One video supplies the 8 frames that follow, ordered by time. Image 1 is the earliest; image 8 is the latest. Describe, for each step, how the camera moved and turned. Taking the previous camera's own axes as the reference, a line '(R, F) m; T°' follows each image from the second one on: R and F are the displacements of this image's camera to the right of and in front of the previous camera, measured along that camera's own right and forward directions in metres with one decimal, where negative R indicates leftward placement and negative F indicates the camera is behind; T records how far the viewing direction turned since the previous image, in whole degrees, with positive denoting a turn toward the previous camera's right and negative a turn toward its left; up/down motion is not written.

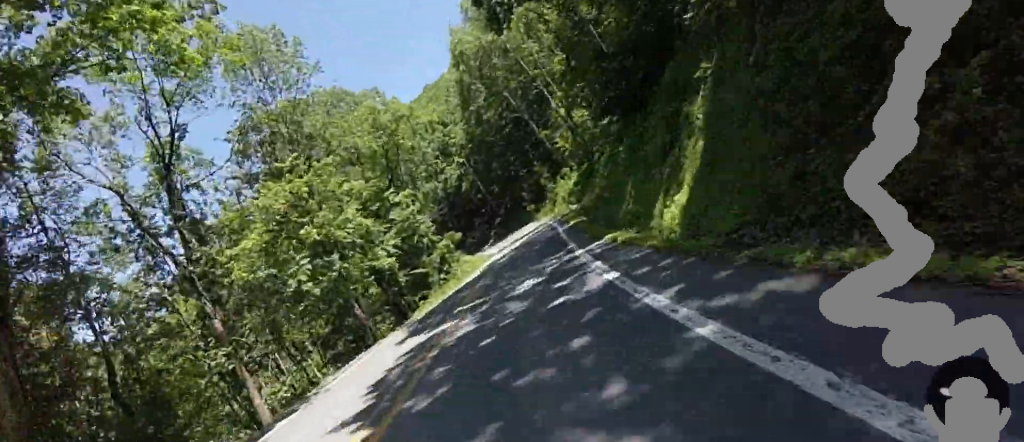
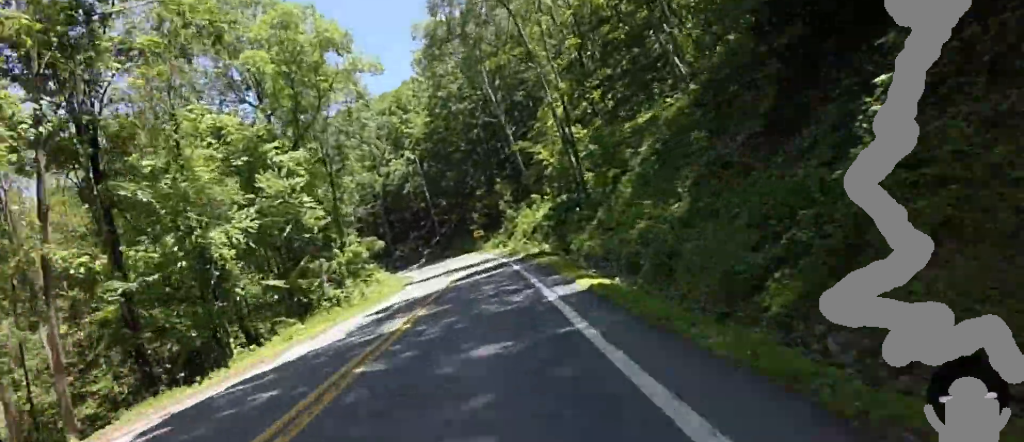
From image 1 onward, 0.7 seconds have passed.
(-0.1, +14.2) m; +3°
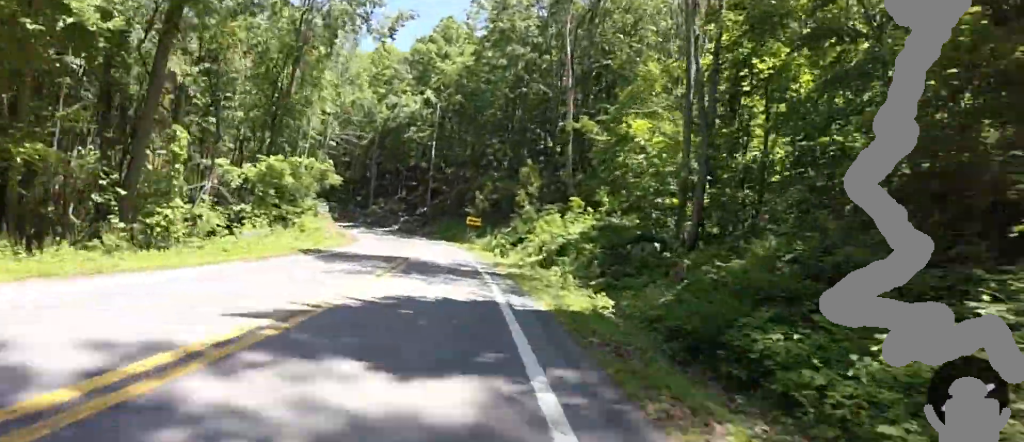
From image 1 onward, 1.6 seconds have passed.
(+1.1, +16.1) m; +3°
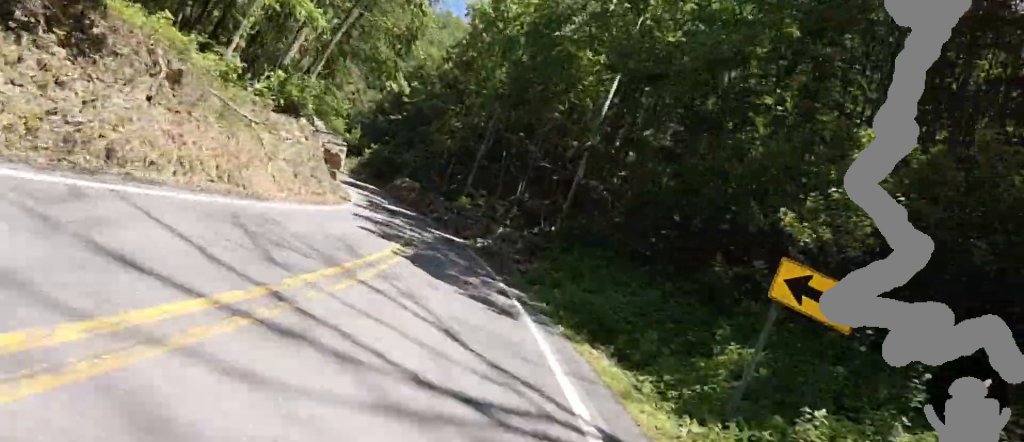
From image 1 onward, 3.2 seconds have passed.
(-1.1, +31.7) m; -9°
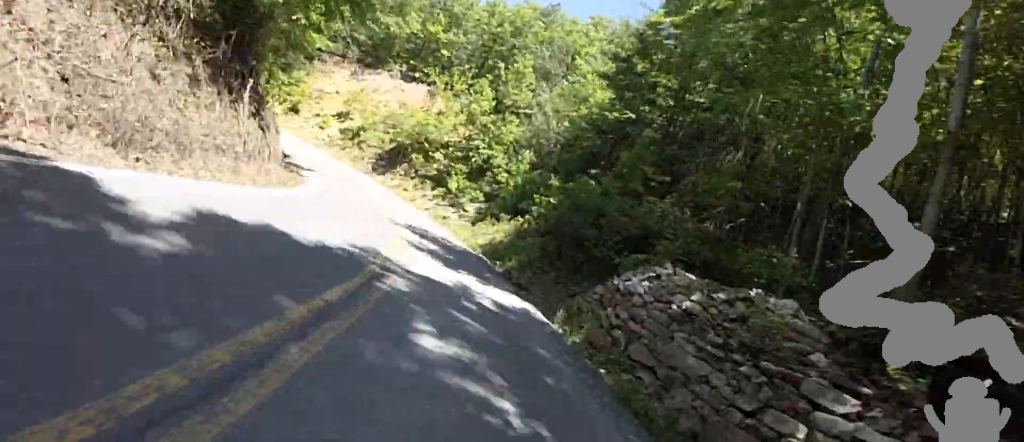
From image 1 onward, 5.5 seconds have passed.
(-7.2, +41.1) m; -38°
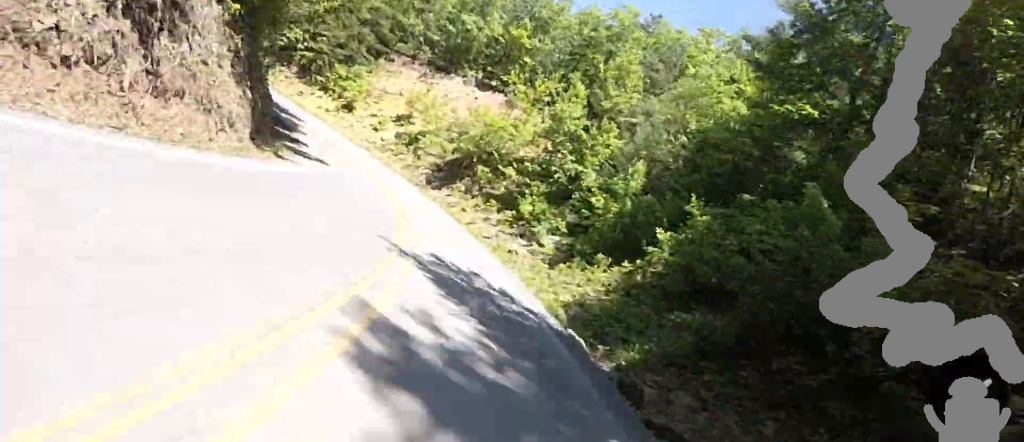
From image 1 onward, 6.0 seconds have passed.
(-1.6, +6.8) m; -19°
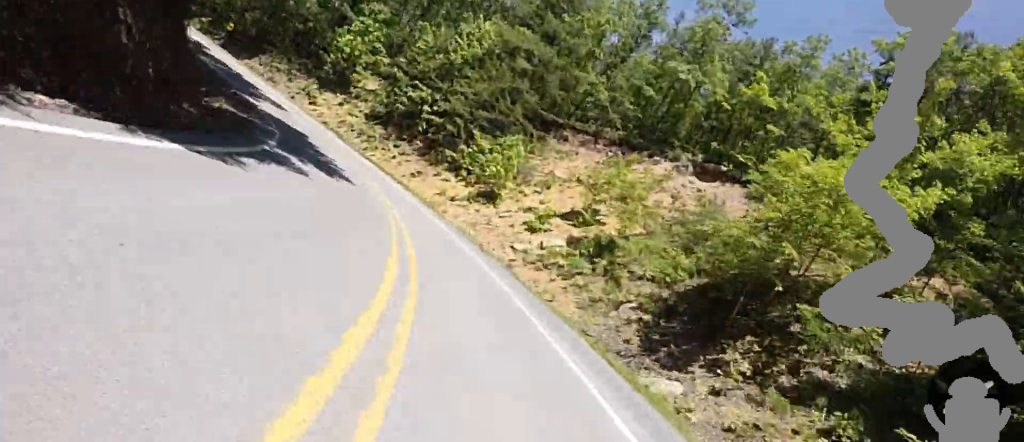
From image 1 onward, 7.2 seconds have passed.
(-8.7, +16.2) m; -43°
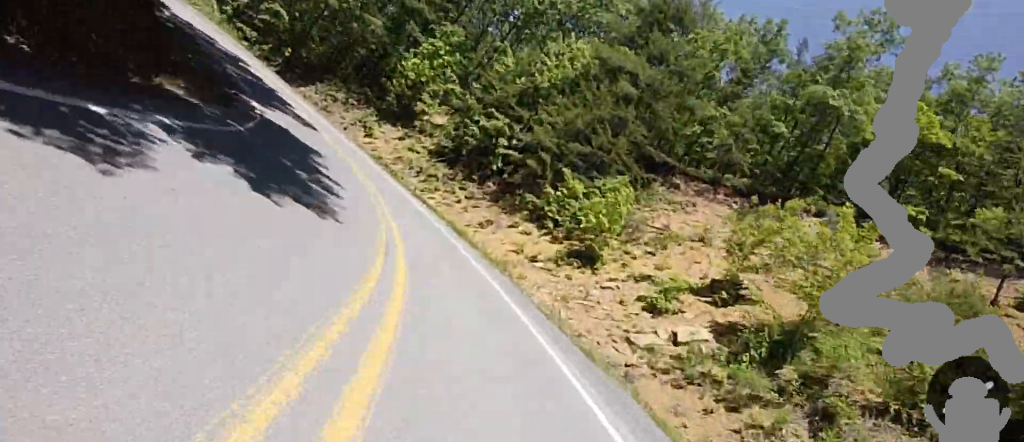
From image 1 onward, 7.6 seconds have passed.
(+0.8, +7.0) m; -13°
